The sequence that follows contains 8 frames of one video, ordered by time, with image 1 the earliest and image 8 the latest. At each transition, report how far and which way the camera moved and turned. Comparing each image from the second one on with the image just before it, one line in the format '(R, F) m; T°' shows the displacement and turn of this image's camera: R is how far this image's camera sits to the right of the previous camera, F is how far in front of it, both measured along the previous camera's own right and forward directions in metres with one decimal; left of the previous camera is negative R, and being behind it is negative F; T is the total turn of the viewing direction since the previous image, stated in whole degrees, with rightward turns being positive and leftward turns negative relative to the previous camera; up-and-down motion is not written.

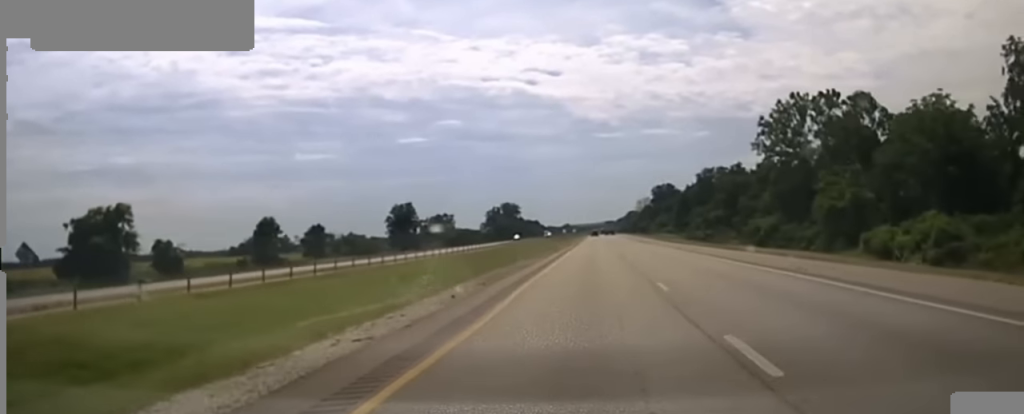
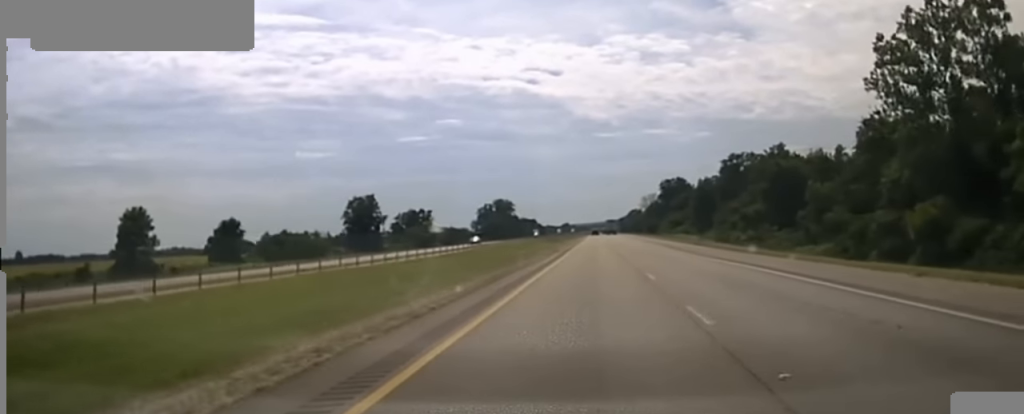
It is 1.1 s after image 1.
(+0.1, +44.4) m; 0°
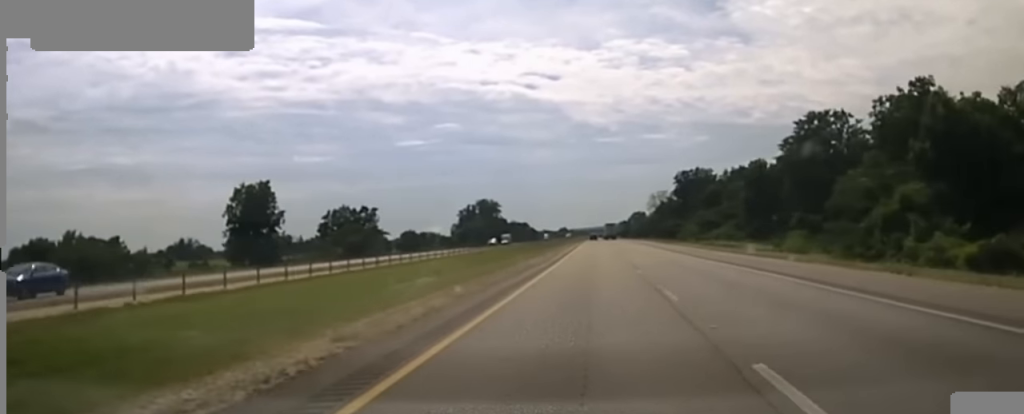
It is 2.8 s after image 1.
(-0.4, +69.0) m; -1°
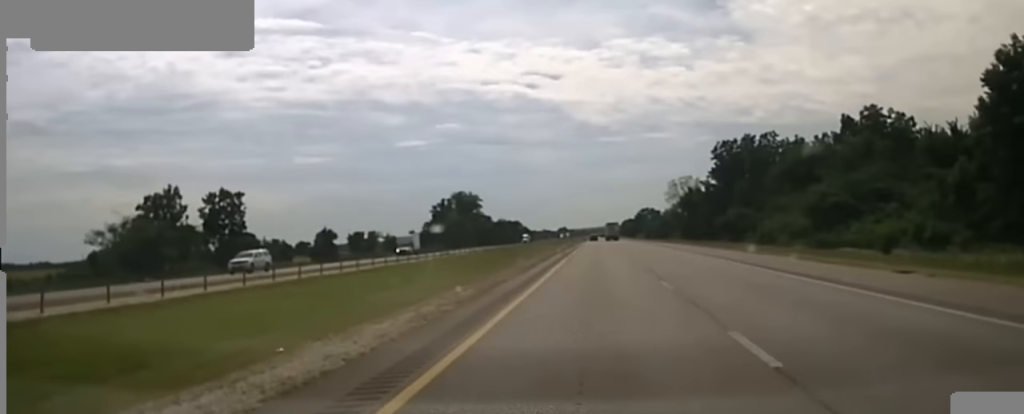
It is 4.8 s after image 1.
(+0.2, +82.0) m; +1°
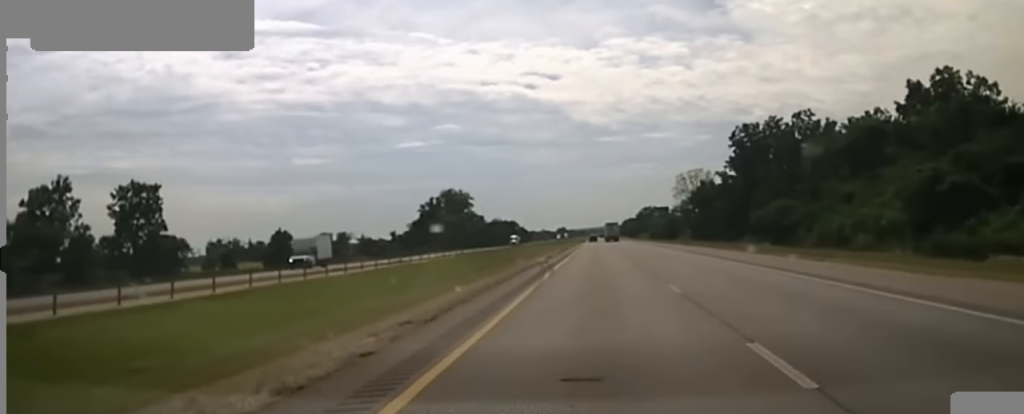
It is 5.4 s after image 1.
(+0.1, +26.0) m; 0°
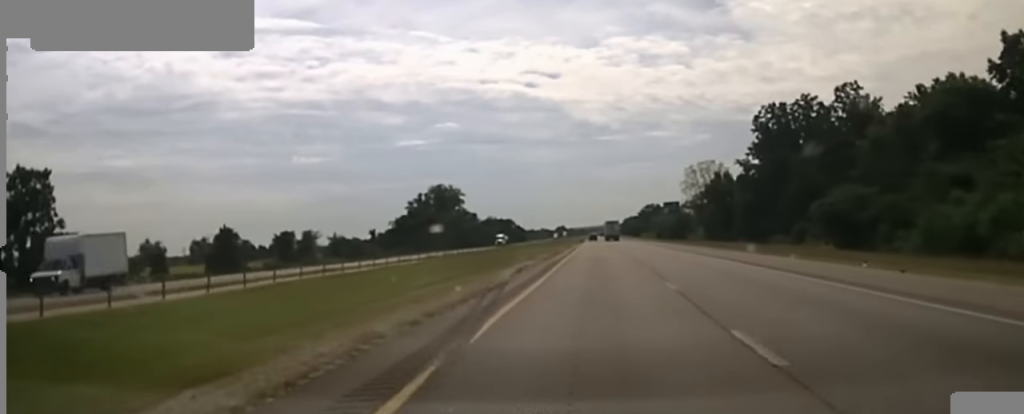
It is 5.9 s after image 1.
(+0.2, +24.0) m; 0°
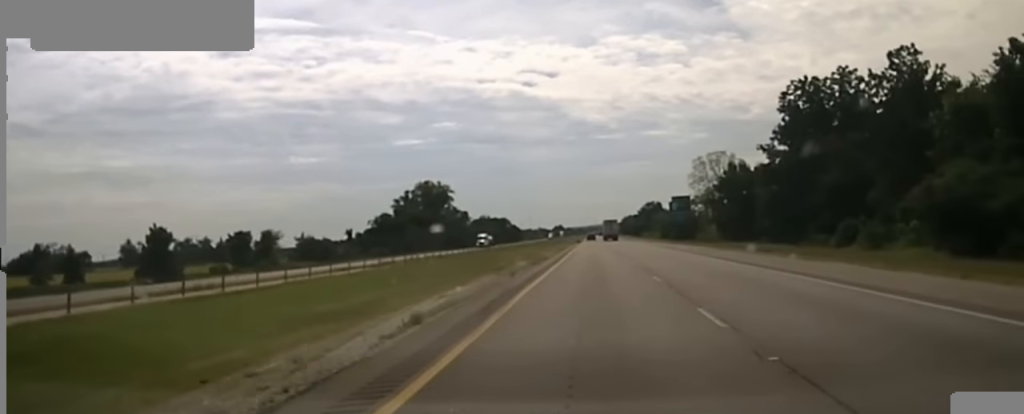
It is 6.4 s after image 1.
(-0.2, +20.0) m; 0°
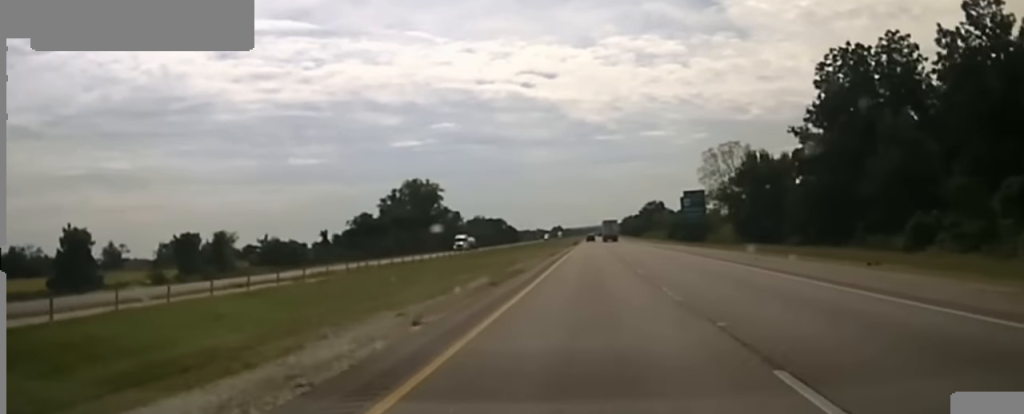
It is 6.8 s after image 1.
(-0.1, +19.3) m; 0°
